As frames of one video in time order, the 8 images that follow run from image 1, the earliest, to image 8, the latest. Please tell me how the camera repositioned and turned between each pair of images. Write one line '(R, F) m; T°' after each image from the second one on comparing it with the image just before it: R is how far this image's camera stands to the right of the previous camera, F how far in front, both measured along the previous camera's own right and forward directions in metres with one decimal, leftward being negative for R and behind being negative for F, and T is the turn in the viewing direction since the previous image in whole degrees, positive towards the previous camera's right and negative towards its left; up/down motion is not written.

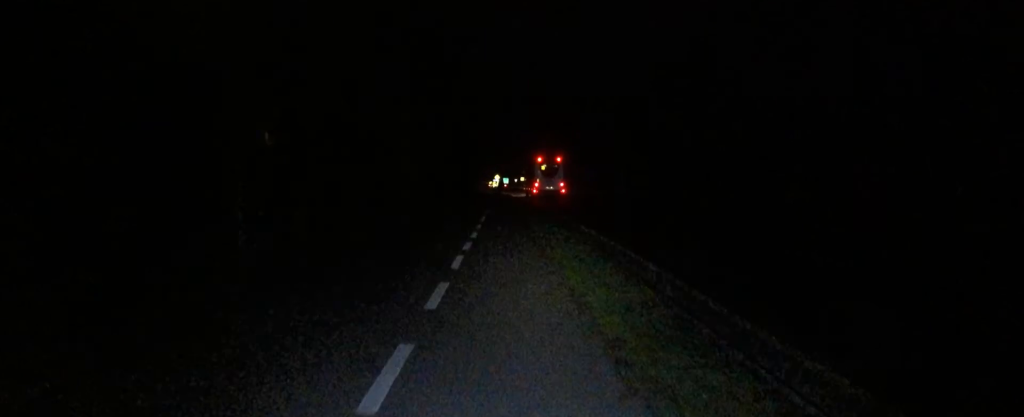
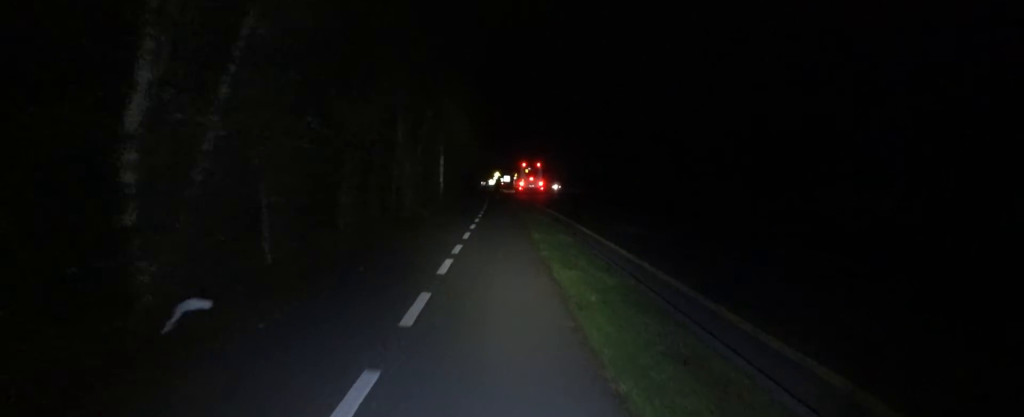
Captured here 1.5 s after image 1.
(+0.5, +7.8) m; 0°
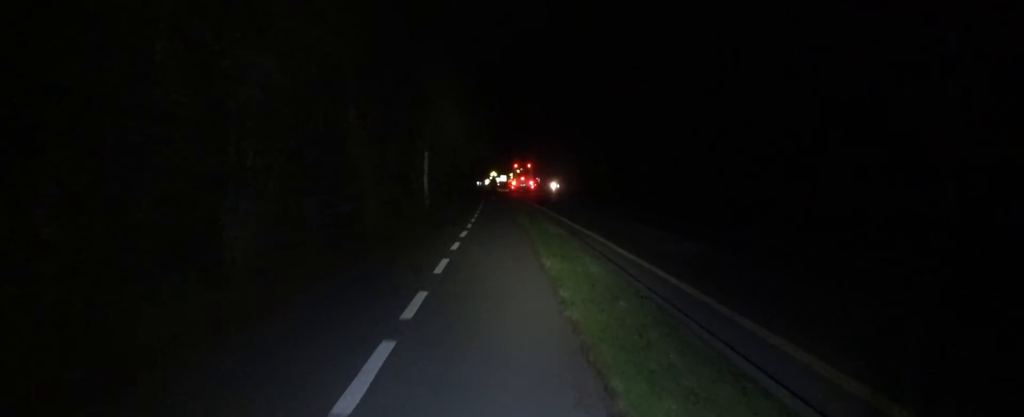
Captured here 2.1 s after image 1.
(-0.6, +3.2) m; 0°
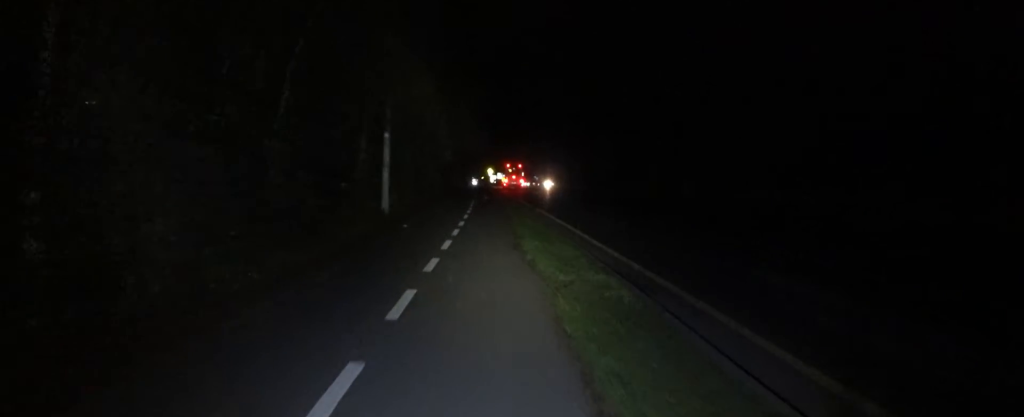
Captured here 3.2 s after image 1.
(+0.3, +5.7) m; -3°
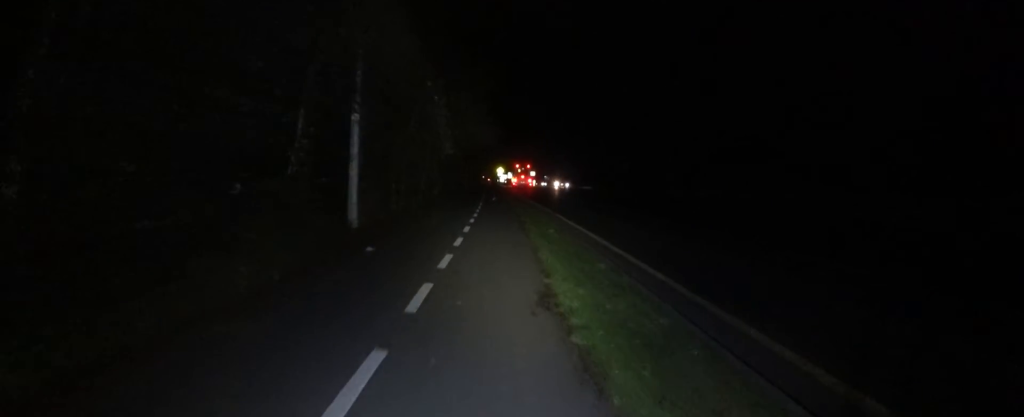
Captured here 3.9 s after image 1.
(-0.2, +3.5) m; 0°
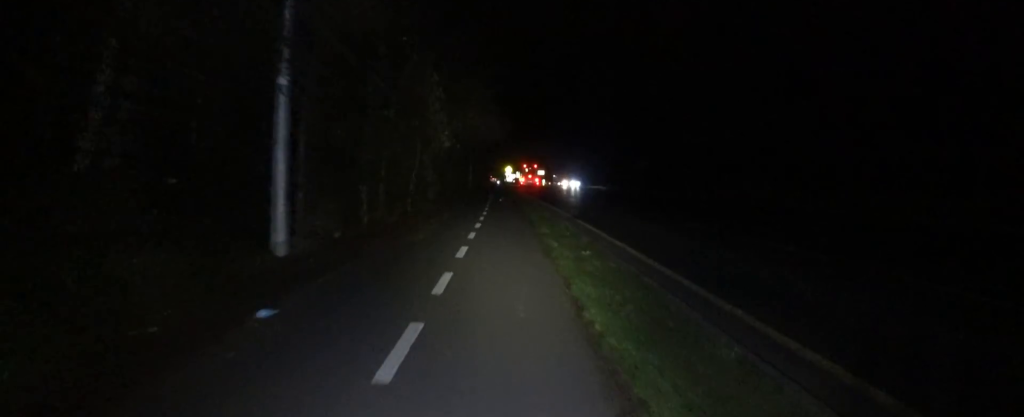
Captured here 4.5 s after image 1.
(-0.9, +3.2) m; +2°
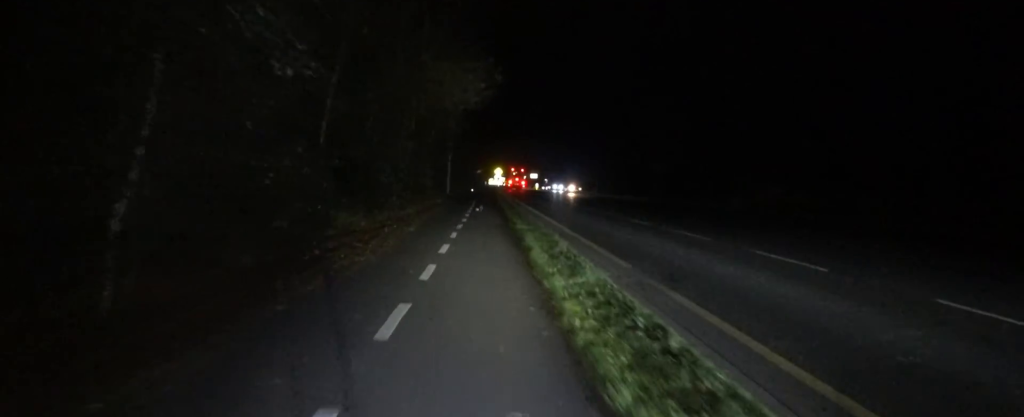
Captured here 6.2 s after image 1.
(+0.5, +8.5) m; -2°
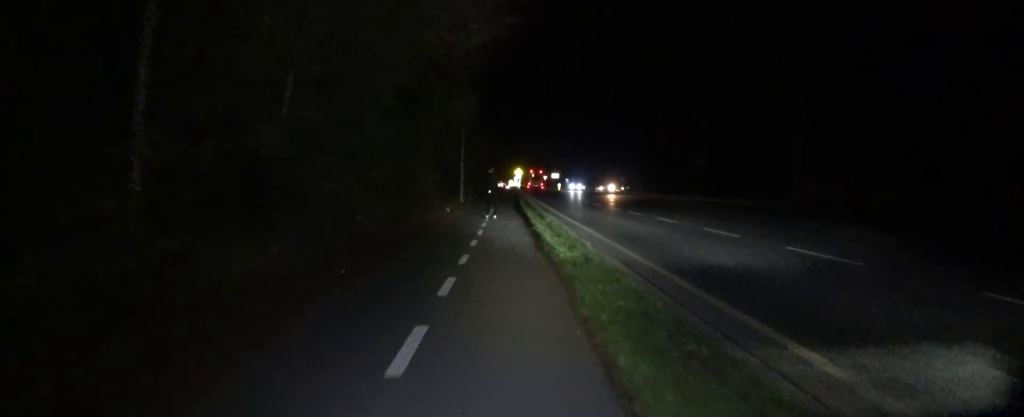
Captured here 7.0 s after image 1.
(+0.2, +4.4) m; +1°
